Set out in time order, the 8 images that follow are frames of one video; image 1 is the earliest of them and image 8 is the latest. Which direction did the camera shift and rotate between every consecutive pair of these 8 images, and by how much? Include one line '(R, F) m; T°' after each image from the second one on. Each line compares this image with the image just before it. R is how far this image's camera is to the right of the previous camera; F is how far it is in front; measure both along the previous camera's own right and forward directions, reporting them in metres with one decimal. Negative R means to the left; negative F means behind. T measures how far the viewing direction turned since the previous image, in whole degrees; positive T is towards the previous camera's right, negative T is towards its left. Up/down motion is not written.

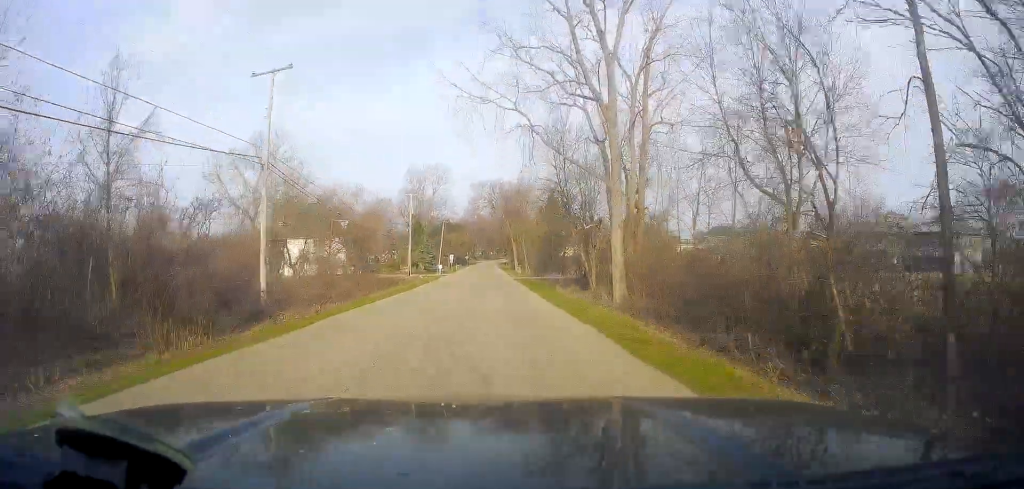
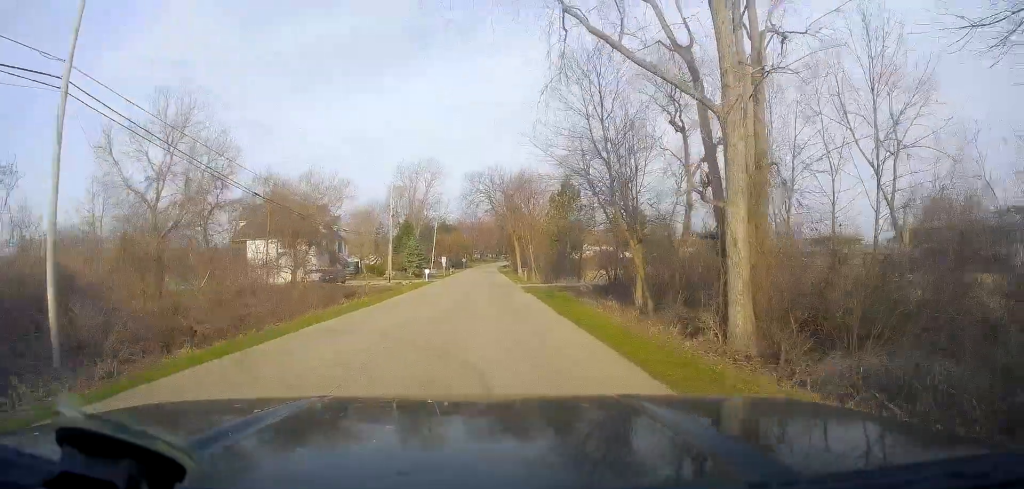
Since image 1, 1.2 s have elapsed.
(+0.6, +14.7) m; +2°
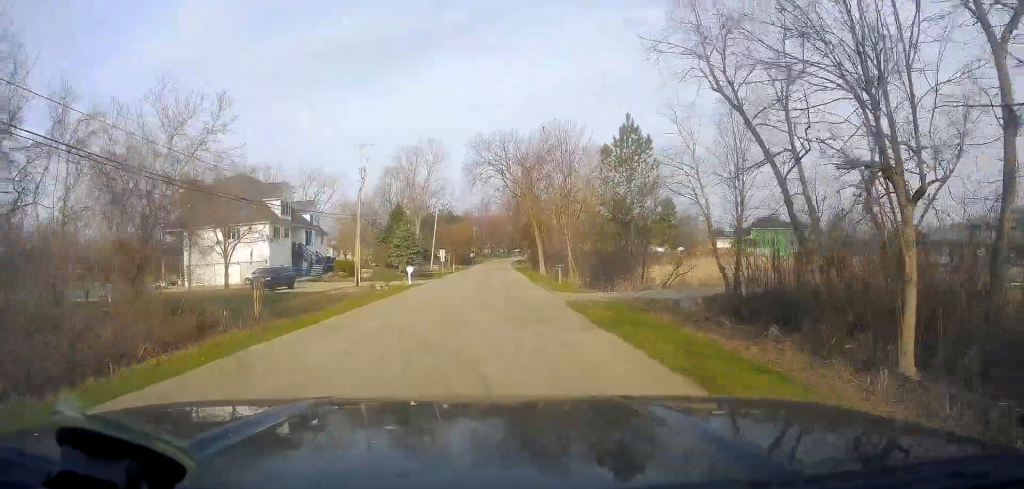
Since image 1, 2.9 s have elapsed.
(-0.6, +20.0) m; -2°
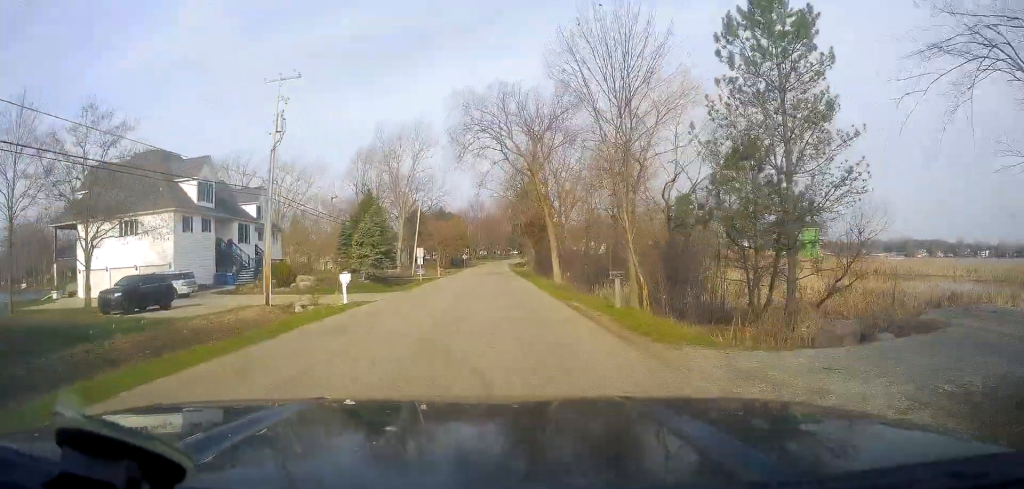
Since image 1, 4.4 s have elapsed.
(+0.1, +17.8) m; -2°
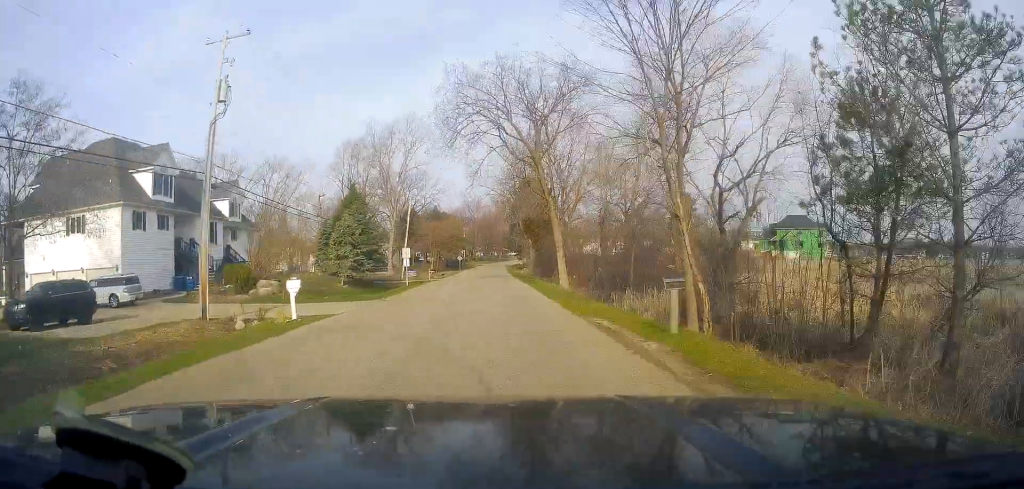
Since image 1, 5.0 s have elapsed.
(-0.2, +6.4) m; -1°
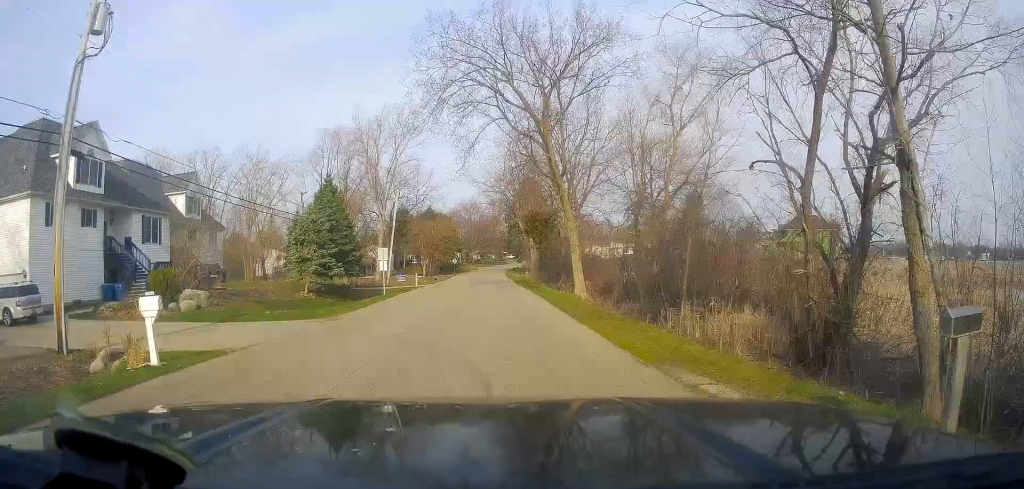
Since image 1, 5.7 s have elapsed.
(0.0, +8.6) m; +2°
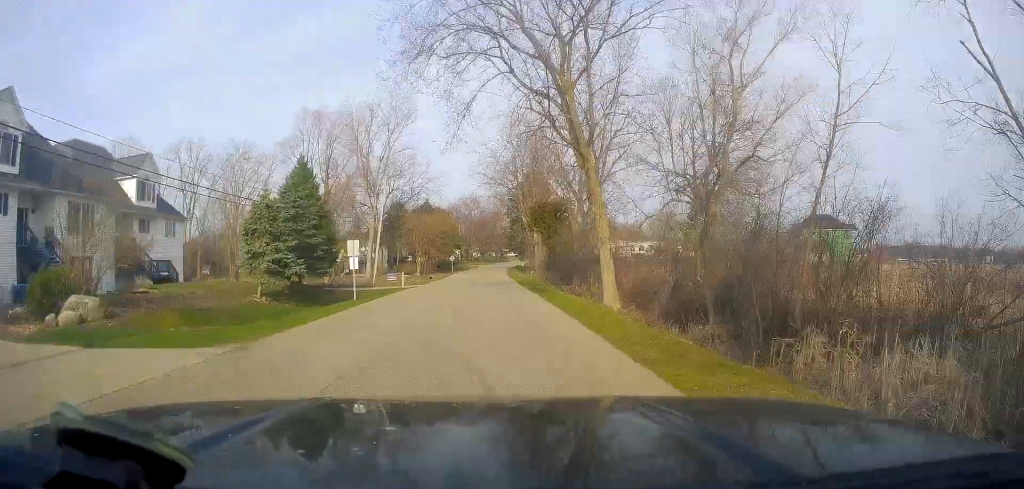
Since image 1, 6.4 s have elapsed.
(+0.2, +8.1) m; +1°
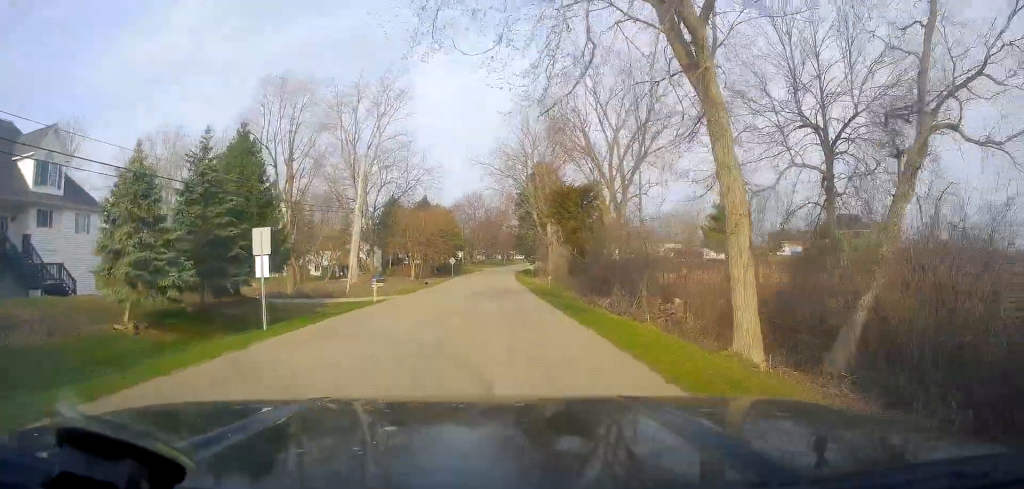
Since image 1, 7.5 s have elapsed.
(+0.1, +12.3) m; -1°
